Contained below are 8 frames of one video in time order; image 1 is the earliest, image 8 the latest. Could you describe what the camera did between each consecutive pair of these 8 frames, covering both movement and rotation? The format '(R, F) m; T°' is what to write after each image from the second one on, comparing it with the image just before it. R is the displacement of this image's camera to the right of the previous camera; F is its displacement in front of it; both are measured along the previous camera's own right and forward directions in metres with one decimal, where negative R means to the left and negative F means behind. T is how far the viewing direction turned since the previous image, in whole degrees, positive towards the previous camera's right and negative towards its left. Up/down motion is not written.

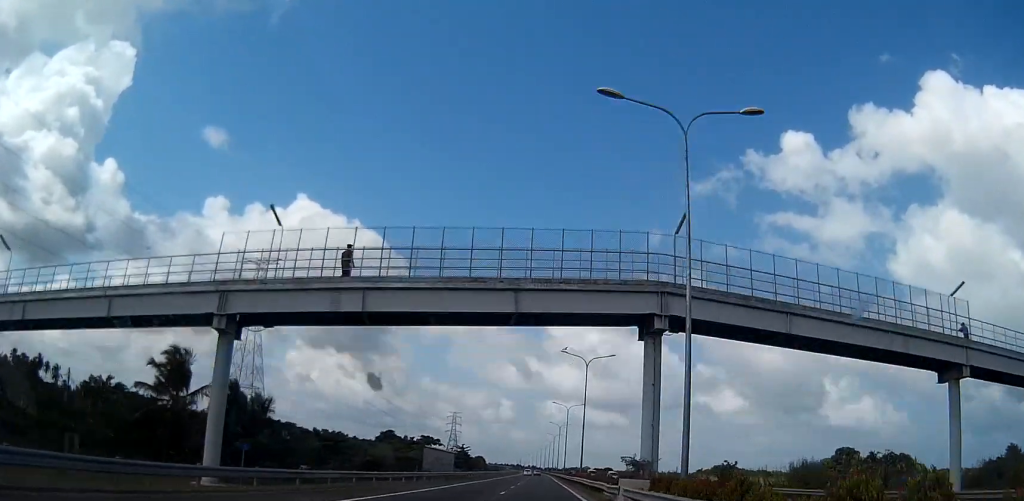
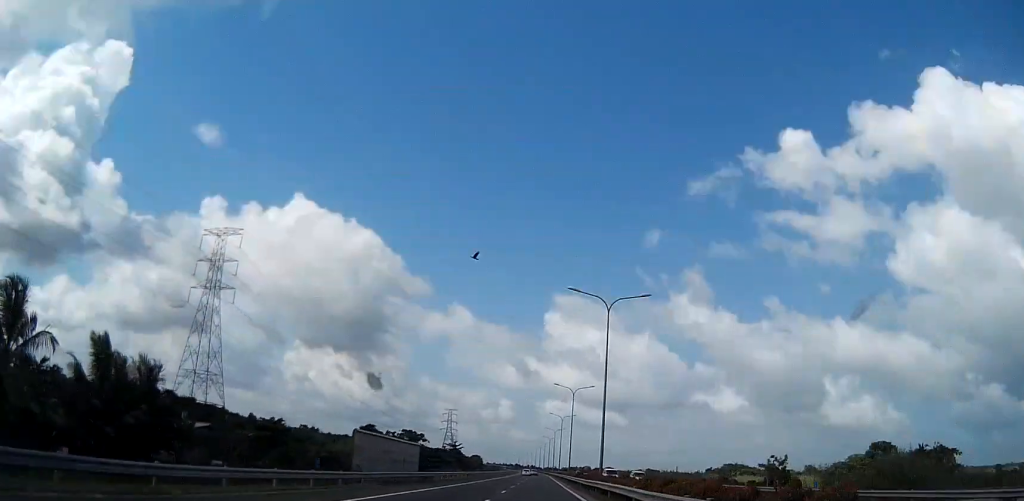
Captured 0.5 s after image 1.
(+0.1, +22.3) m; -1°
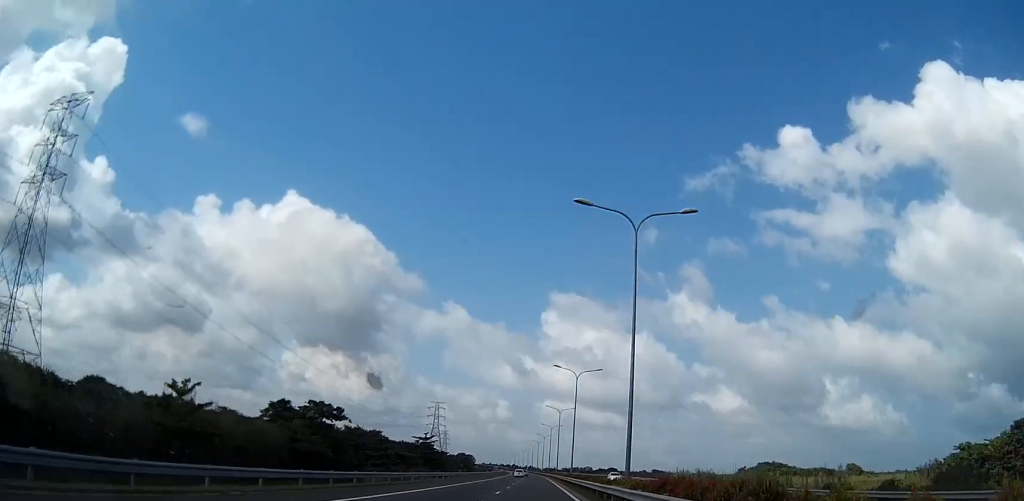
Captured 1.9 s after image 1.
(-0.9, +61.0) m; 0°
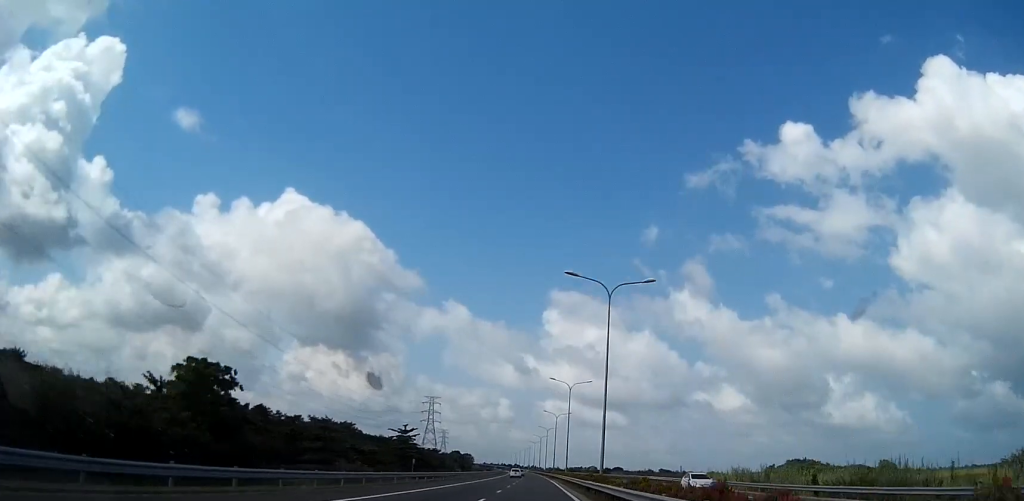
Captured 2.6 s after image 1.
(+0.6, +34.3) m; +1°
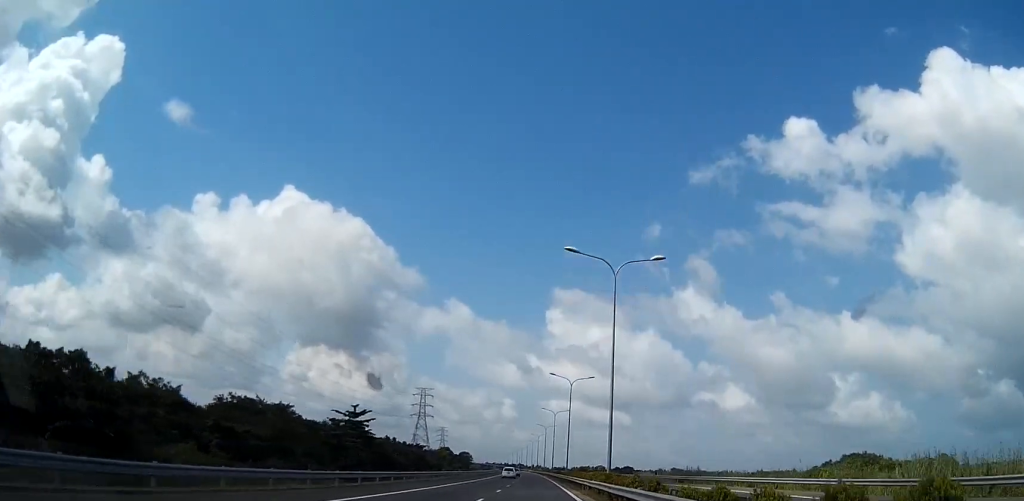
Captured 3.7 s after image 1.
(+0.1, +49.3) m; -1°
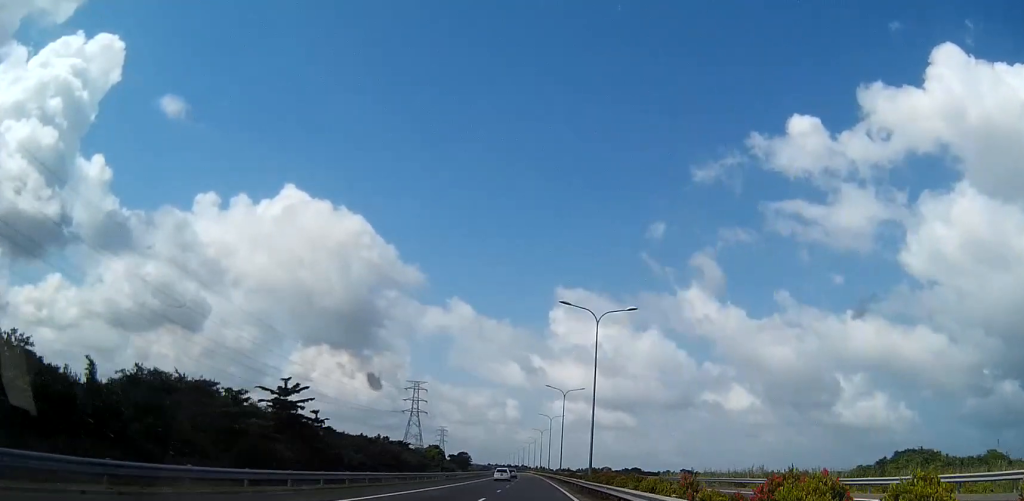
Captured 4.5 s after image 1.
(-0.6, +34.4) m; 0°
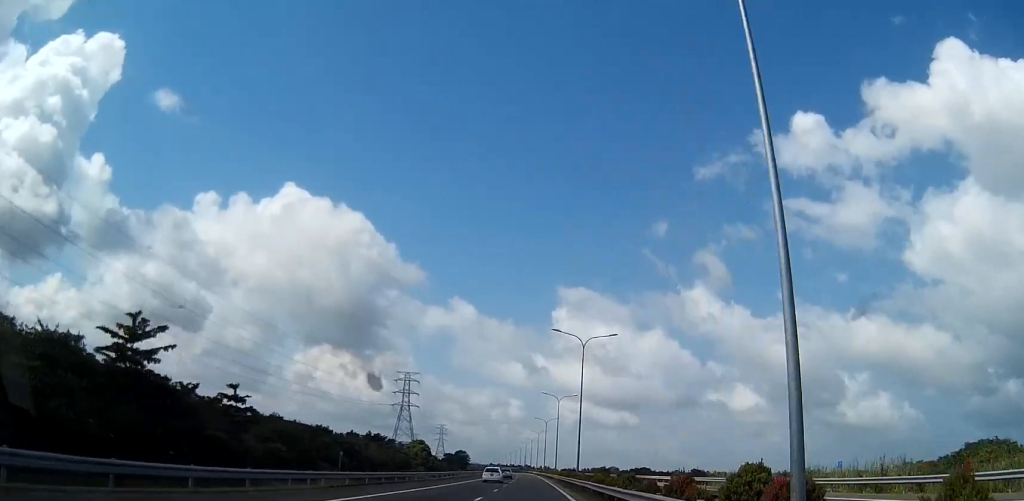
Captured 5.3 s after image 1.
(+0.2, +35.9) m; 0°
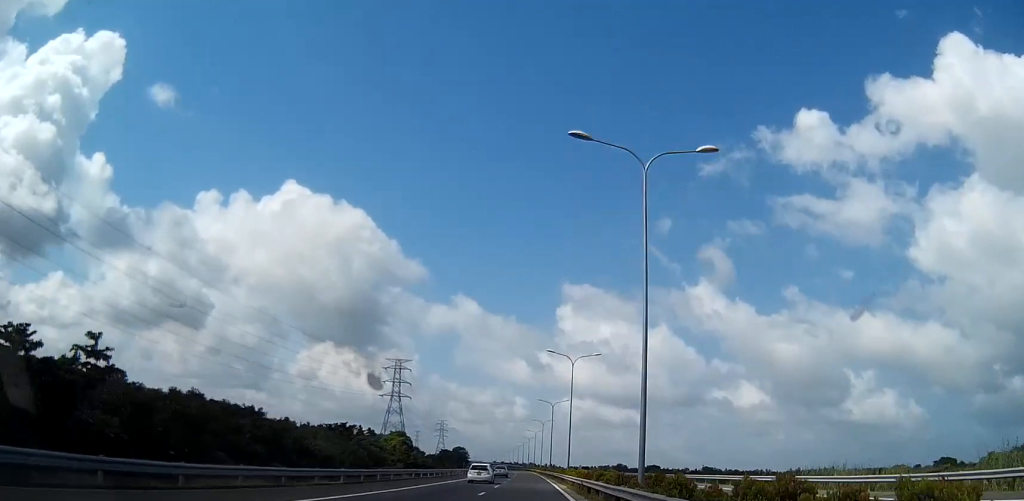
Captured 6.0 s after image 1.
(+0.2, +32.9) m; 0°
